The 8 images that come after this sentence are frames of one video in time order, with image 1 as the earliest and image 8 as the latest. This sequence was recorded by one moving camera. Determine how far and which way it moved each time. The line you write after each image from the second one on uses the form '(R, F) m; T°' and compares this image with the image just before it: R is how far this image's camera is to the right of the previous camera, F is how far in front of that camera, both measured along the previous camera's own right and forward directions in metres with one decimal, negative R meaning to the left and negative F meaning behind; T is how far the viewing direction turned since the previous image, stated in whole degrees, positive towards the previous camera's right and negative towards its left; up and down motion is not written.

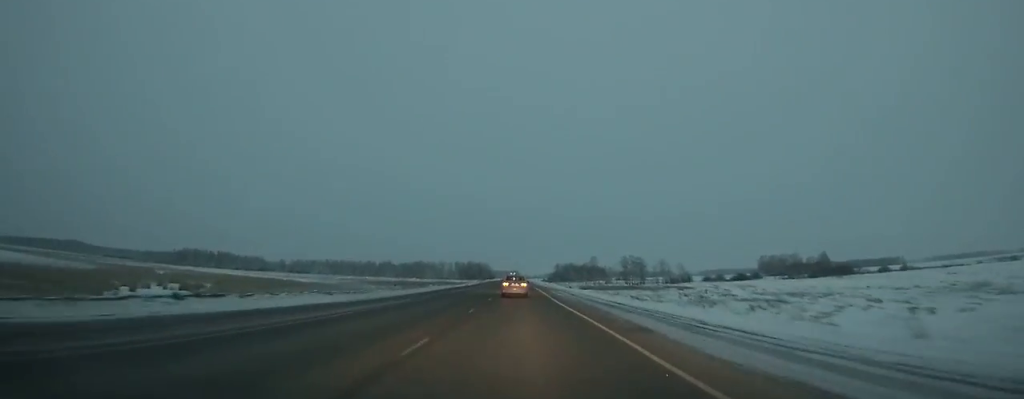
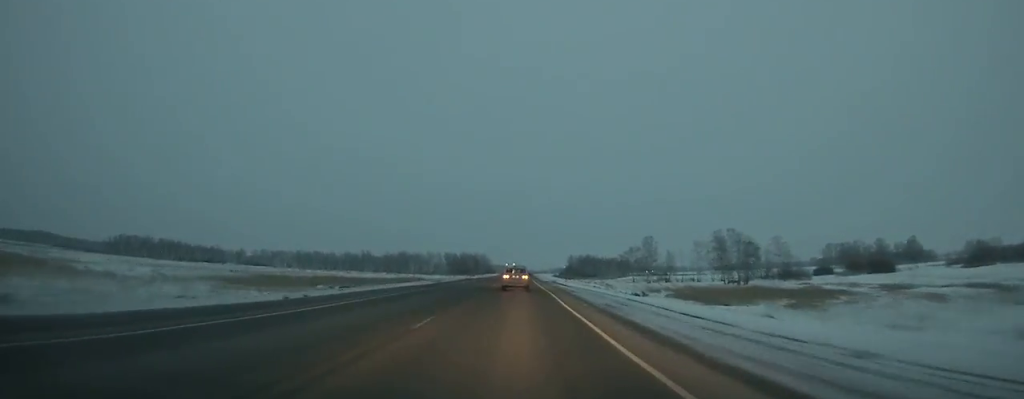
(-0.1, +106.2) m; 0°
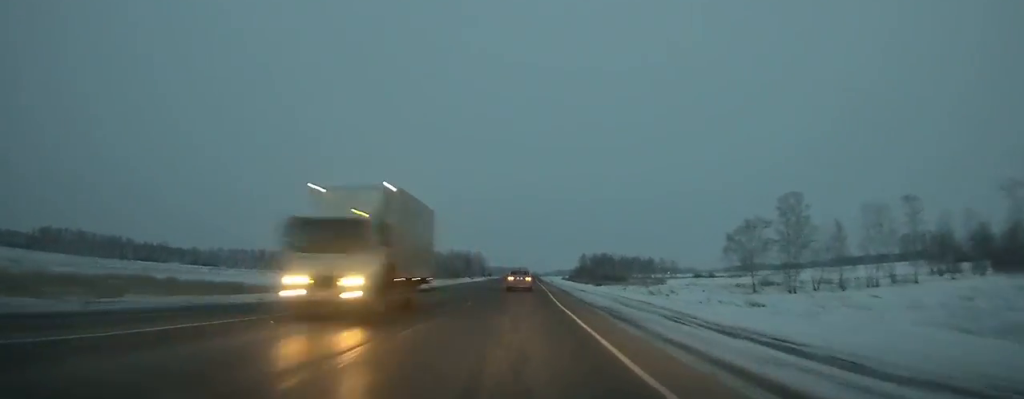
(-0.1, +87.2) m; 0°
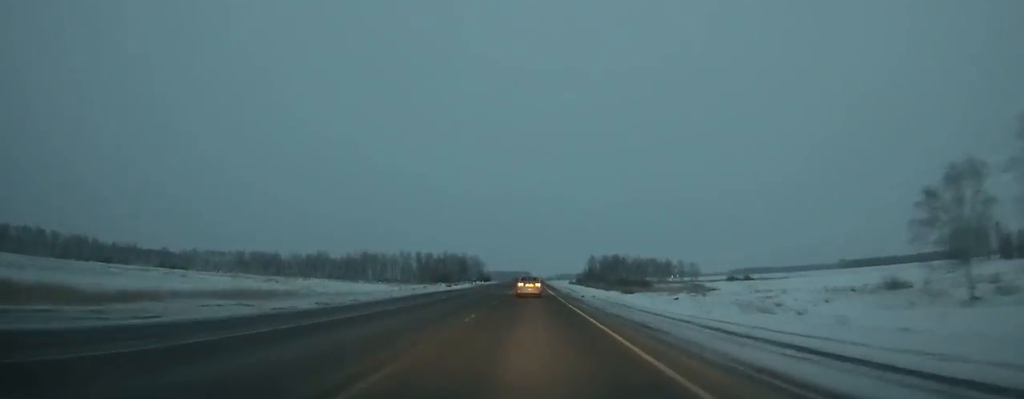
(-0.2, +40.2) m; 0°
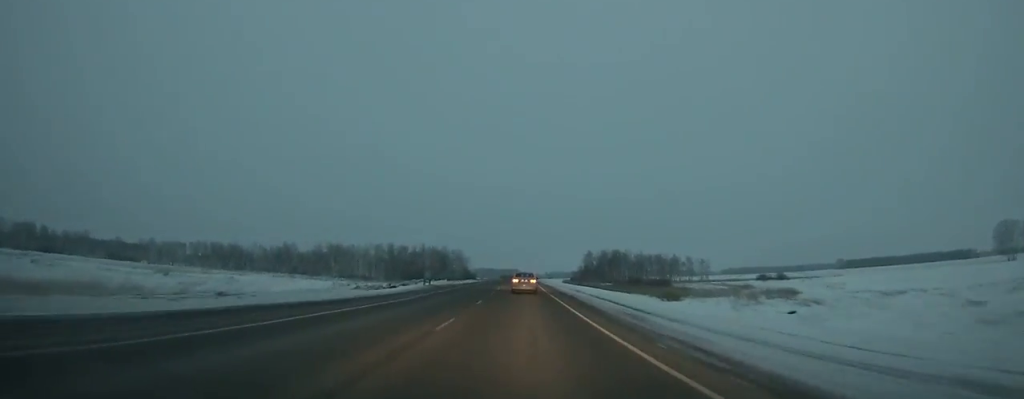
(+0.3, +40.4) m; 0°
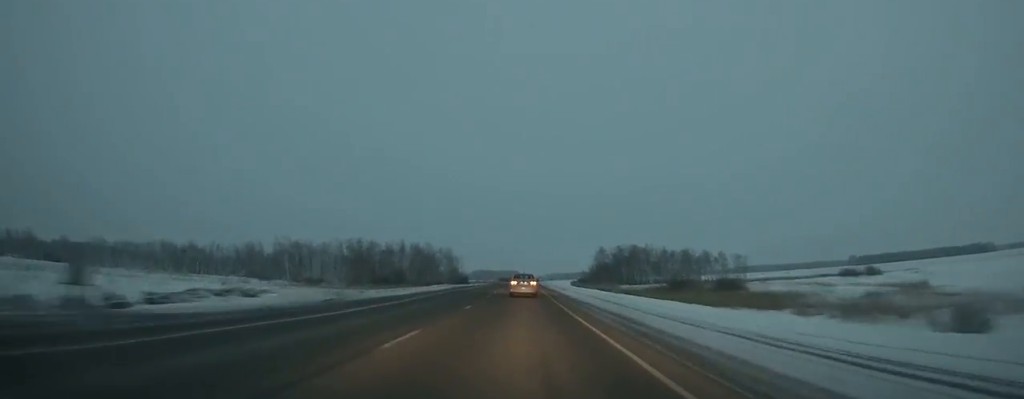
(+0.1, +49.8) m; 0°
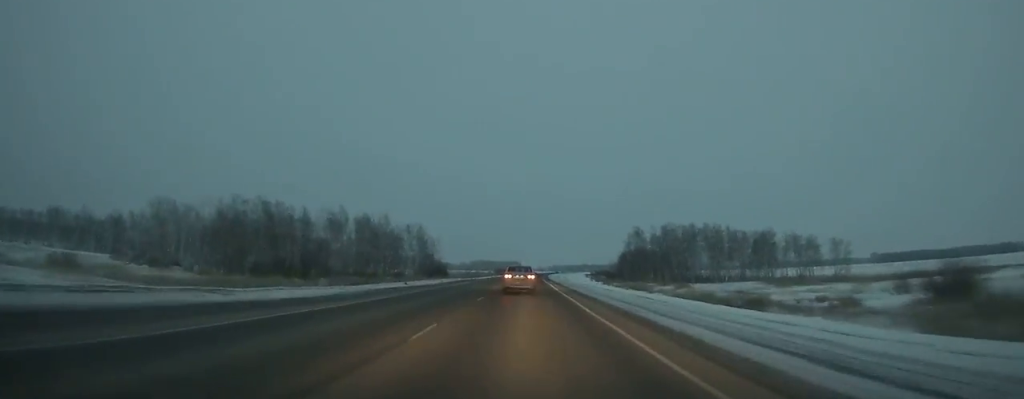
(+0.2, +81.6) m; +1°
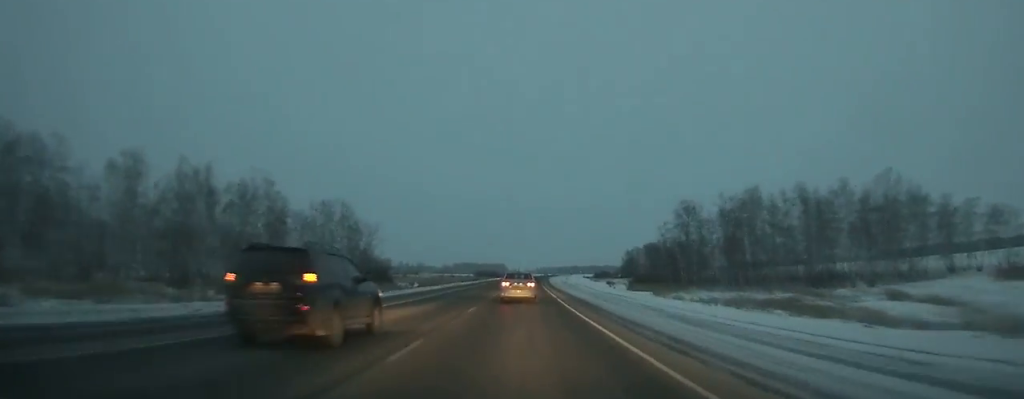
(+0.6, +72.5) m; +1°
